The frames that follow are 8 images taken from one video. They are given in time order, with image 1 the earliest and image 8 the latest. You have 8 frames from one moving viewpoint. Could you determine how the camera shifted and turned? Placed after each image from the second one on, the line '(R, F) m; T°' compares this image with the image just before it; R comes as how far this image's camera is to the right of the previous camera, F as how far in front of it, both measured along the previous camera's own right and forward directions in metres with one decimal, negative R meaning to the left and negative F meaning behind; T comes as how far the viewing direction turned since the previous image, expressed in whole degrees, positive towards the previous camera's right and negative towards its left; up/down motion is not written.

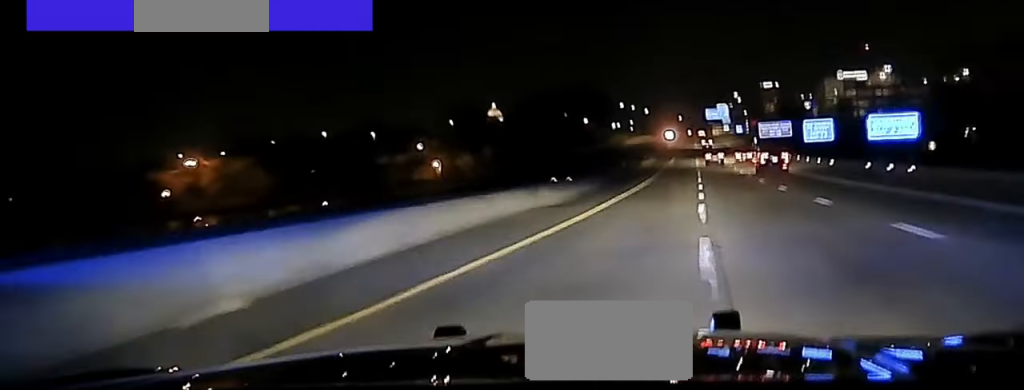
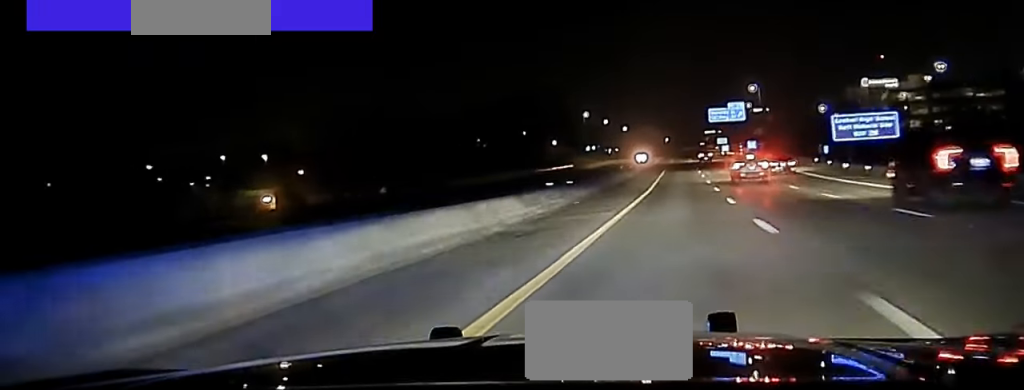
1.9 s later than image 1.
(+0.6, +85.1) m; +1°
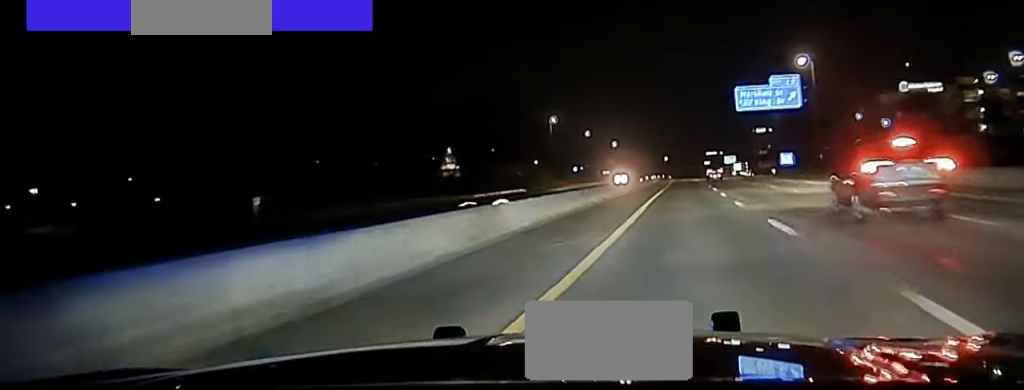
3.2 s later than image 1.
(-0.1, +61.2) m; 0°
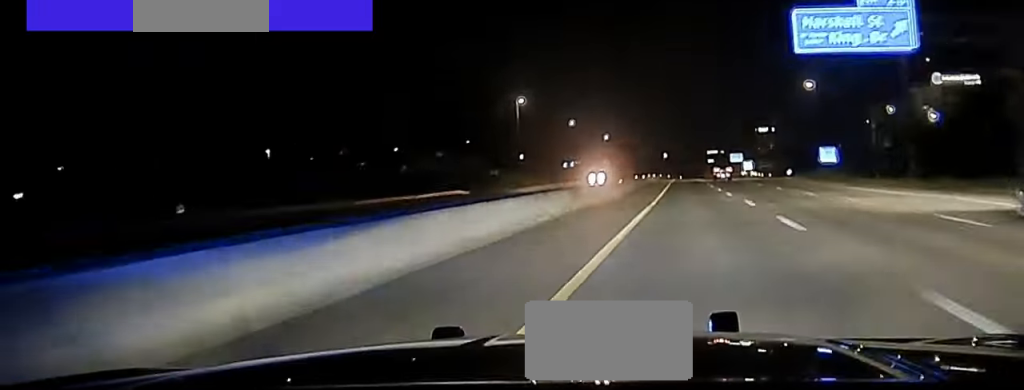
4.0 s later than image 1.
(0.0, +36.5) m; 0°
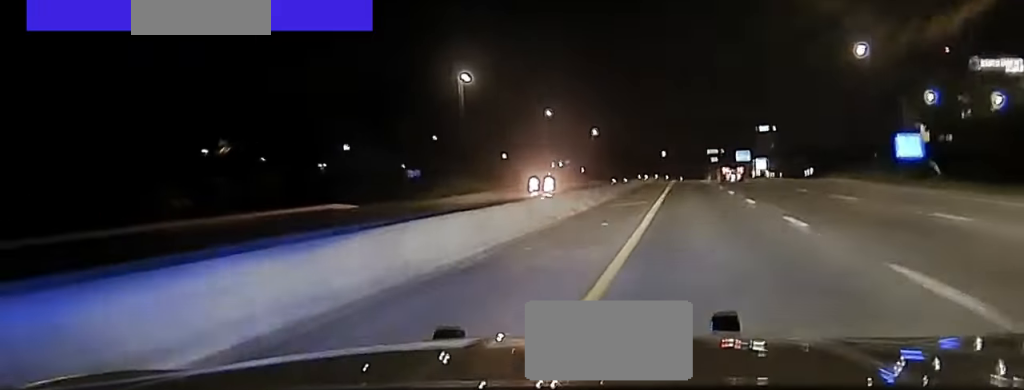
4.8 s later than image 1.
(0.0, +34.7) m; 0°
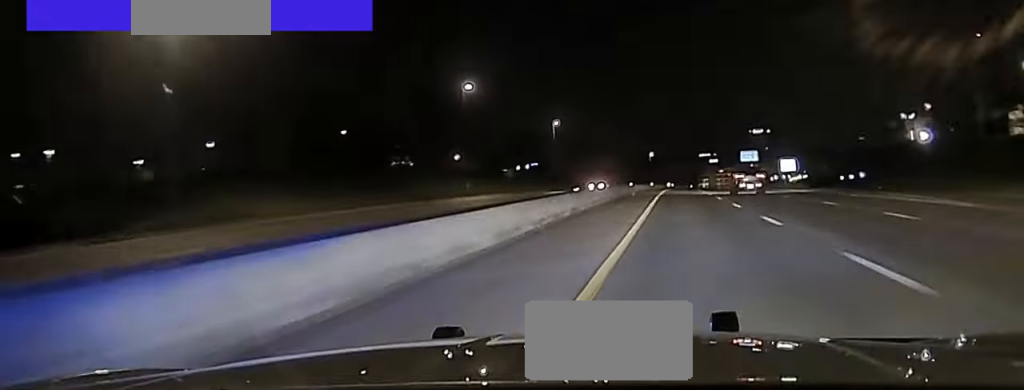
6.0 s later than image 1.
(+0.3, +57.1) m; 0°
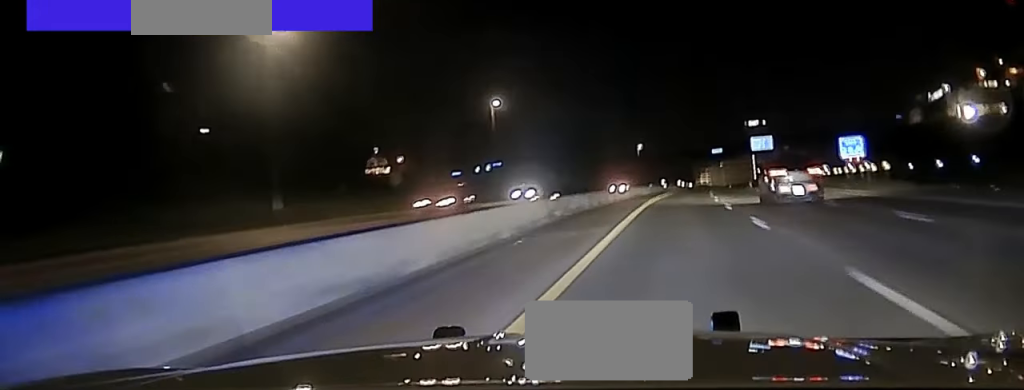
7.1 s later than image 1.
(-0.1, +48.0) m; 0°
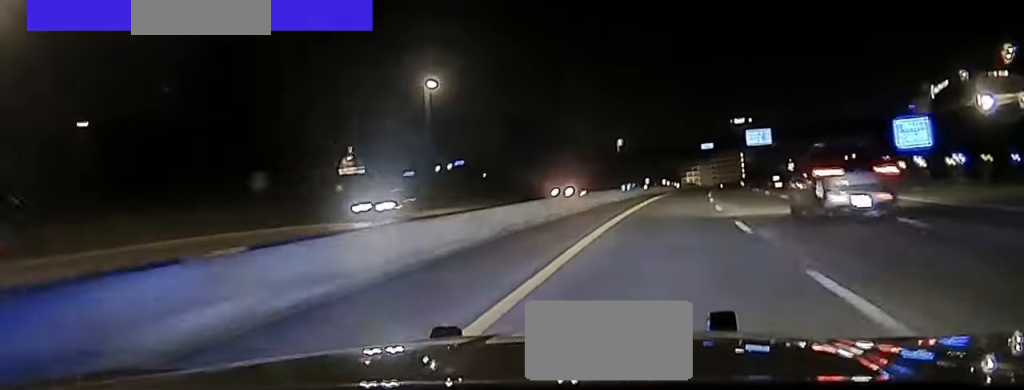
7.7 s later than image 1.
(-0.1, +25.5) m; 0°
